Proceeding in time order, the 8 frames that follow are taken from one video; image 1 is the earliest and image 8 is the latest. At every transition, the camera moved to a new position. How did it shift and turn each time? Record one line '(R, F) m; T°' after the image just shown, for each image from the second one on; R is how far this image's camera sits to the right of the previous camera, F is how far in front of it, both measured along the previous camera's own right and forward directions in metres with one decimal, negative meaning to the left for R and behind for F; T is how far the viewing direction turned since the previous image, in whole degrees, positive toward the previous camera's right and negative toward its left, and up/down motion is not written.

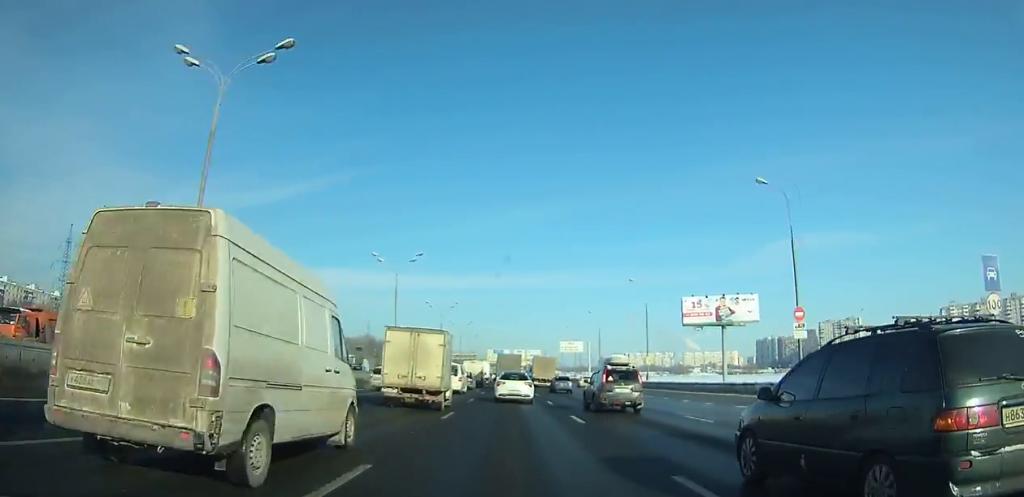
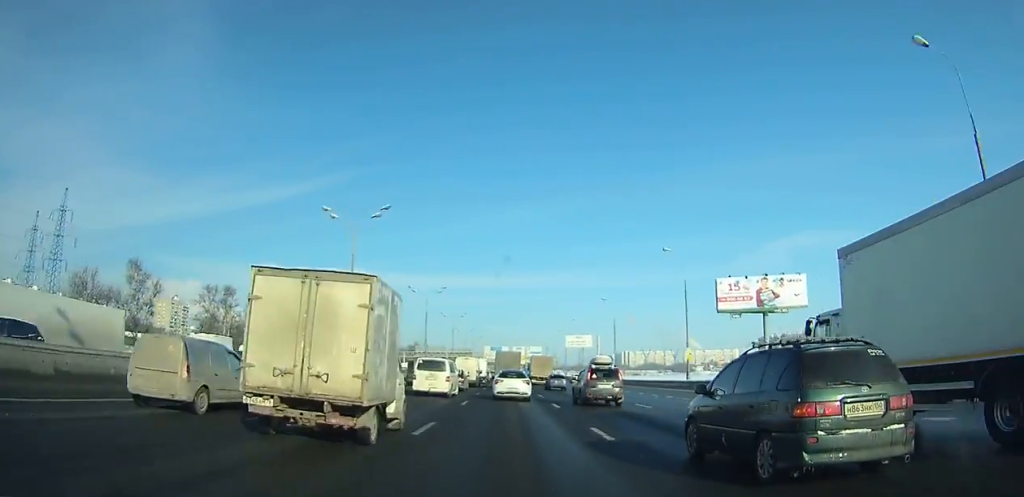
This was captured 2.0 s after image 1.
(0.0, +15.2) m; 0°
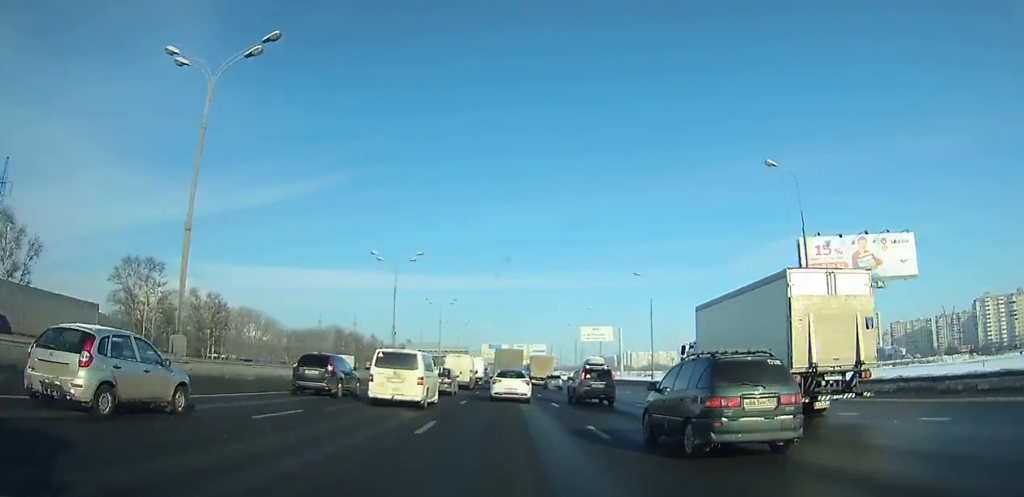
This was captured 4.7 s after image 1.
(0.0, +21.0) m; 0°
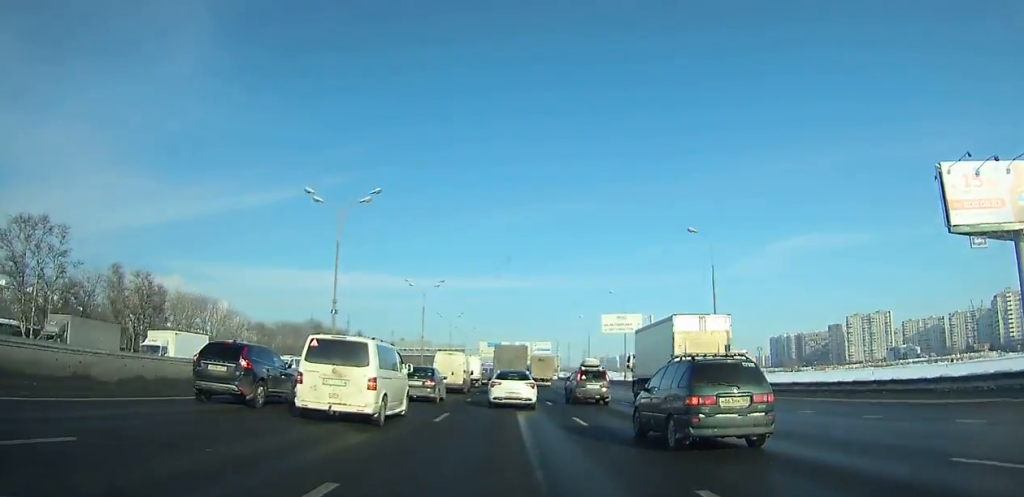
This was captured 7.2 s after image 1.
(0.0, +19.9) m; 0°
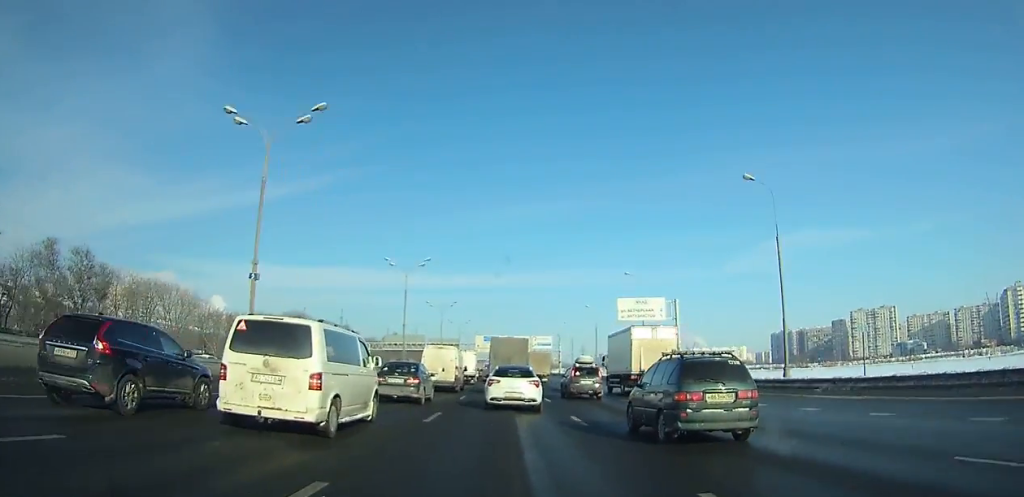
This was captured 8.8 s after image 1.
(0.0, +13.0) m; 0°
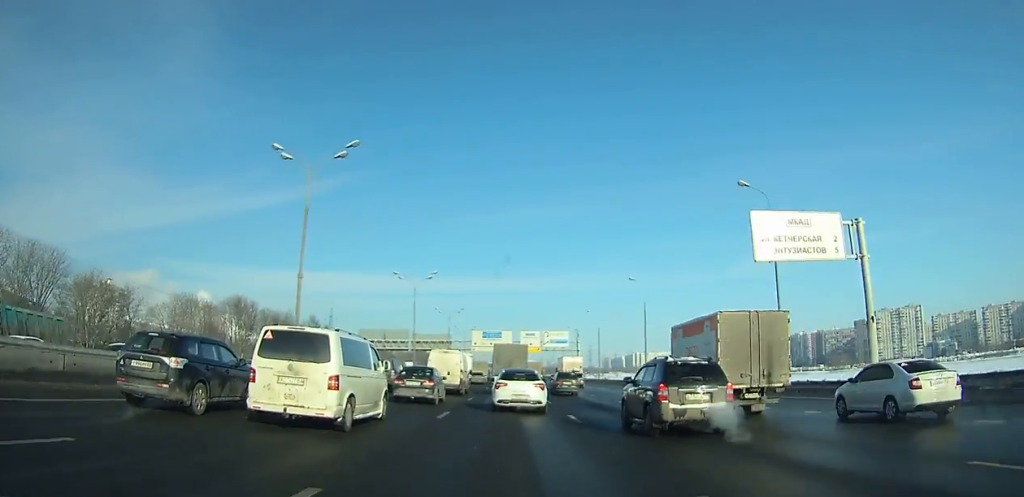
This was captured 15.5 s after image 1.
(0.0, +56.9) m; 0°
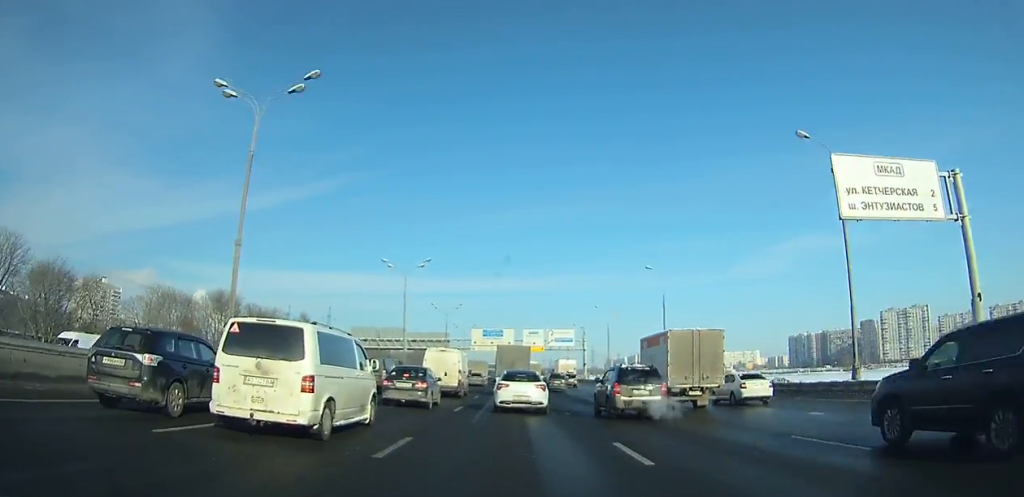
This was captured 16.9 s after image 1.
(0.0, +12.5) m; 0°
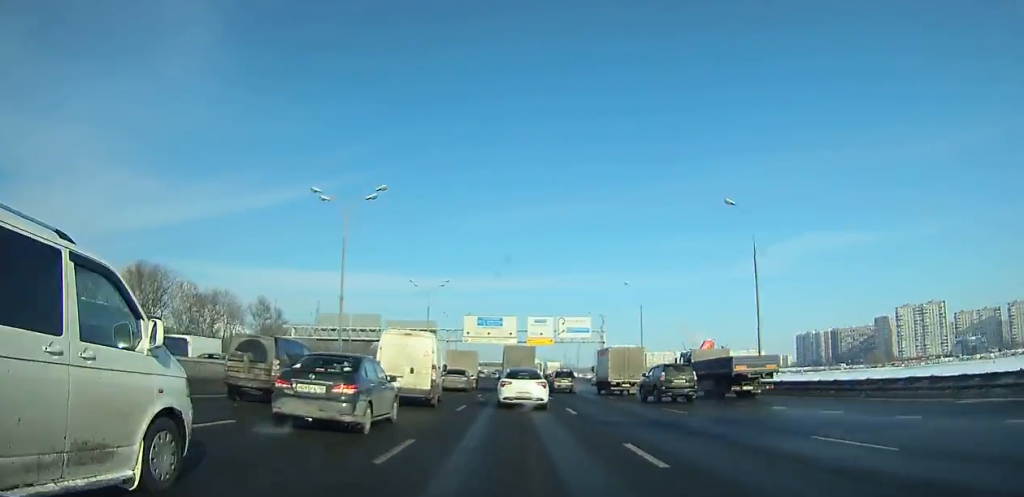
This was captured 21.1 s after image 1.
(0.0, +38.3) m; 0°
